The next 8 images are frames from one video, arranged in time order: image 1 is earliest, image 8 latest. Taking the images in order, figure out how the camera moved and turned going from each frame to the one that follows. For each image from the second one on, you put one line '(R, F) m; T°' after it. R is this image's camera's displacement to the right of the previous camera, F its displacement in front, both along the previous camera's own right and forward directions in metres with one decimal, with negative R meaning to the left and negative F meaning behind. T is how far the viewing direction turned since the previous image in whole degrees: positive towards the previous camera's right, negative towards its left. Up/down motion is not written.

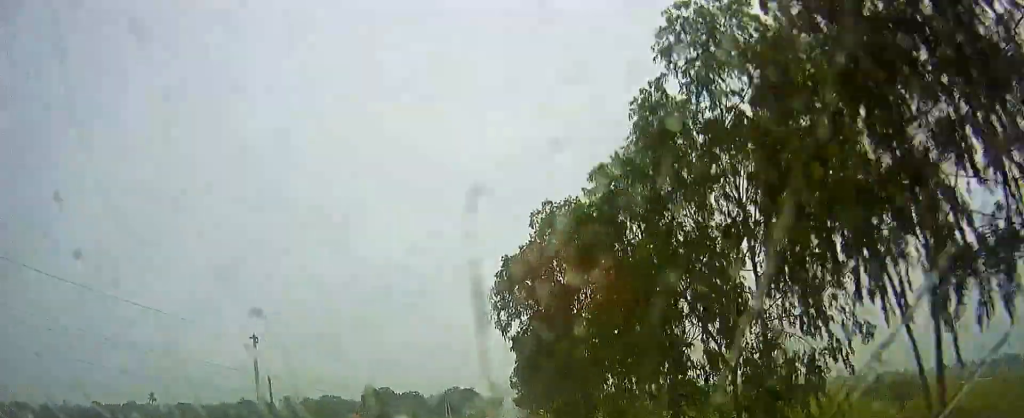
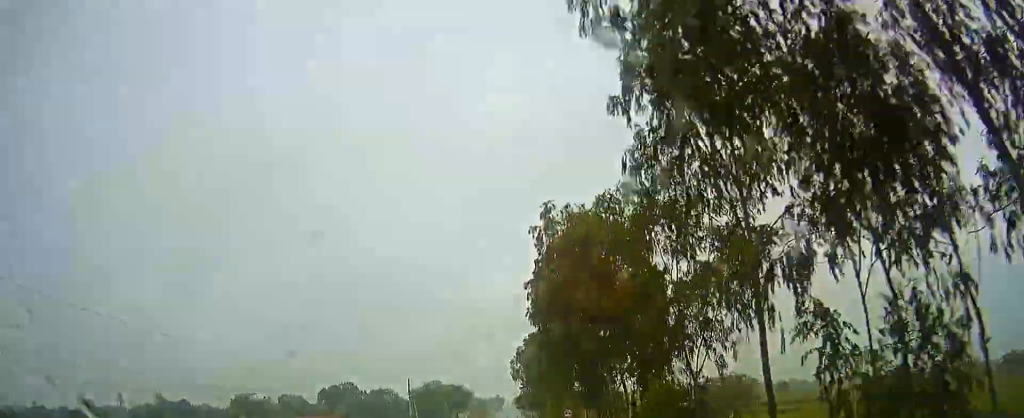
(-0.2, +48.0) m; 0°
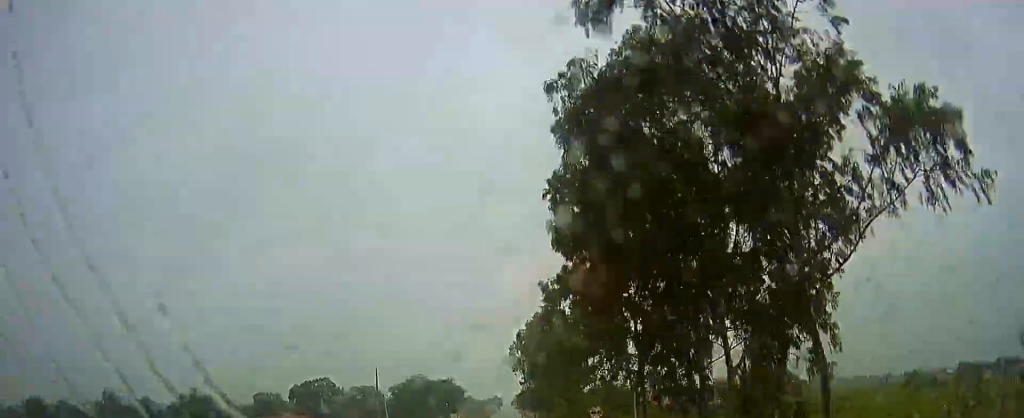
(+0.2, +20.3) m; 0°
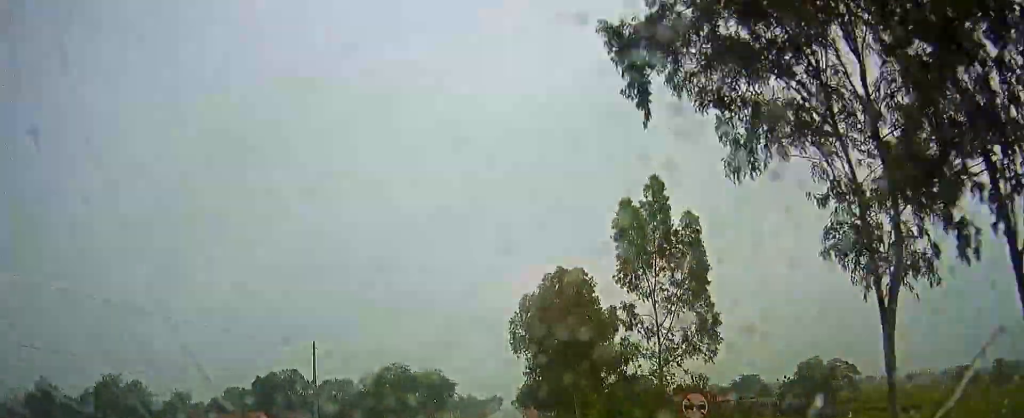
(0.0, +21.4) m; 0°
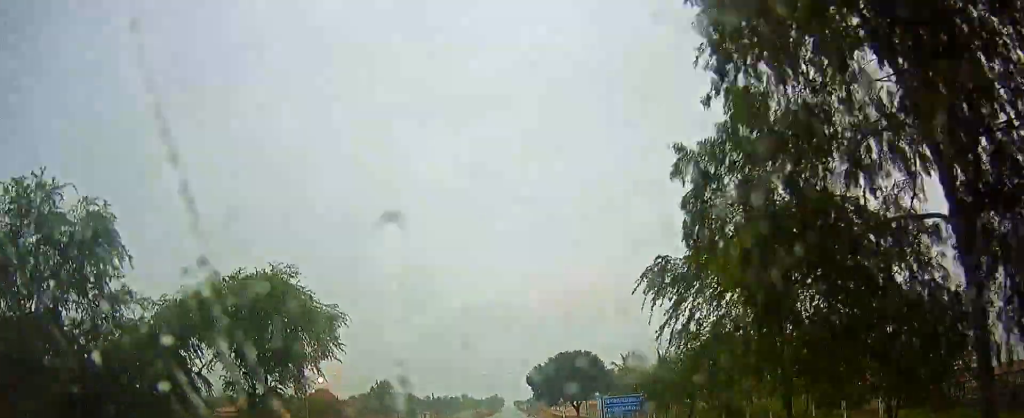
(-0.4, +70.0) m; 0°
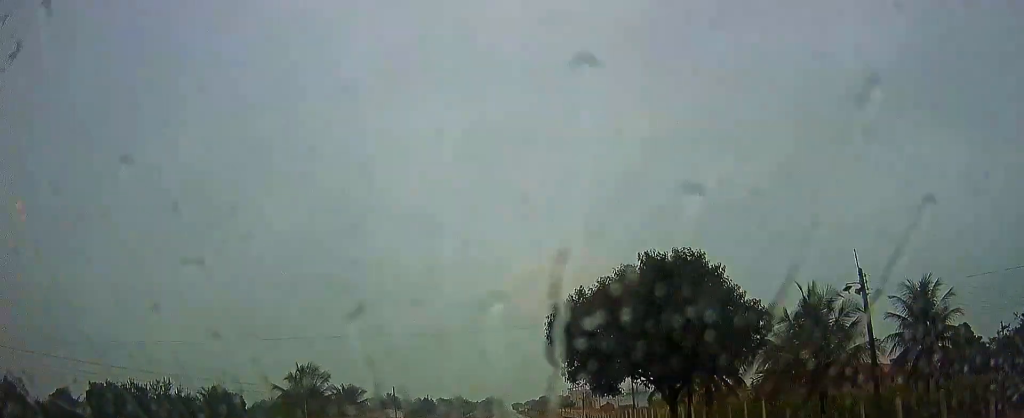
(+0.4, +34.4) m; +1°
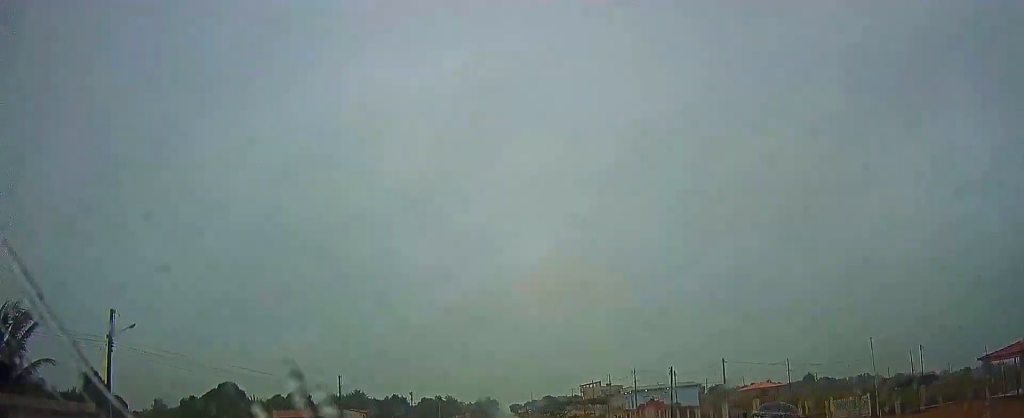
(+0.1, +53.4) m; 0°
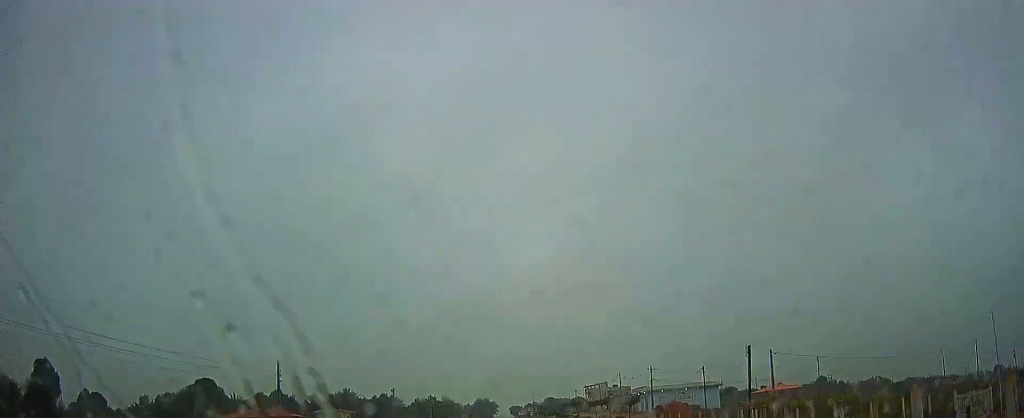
(-0.1, +14.4) m; 0°
